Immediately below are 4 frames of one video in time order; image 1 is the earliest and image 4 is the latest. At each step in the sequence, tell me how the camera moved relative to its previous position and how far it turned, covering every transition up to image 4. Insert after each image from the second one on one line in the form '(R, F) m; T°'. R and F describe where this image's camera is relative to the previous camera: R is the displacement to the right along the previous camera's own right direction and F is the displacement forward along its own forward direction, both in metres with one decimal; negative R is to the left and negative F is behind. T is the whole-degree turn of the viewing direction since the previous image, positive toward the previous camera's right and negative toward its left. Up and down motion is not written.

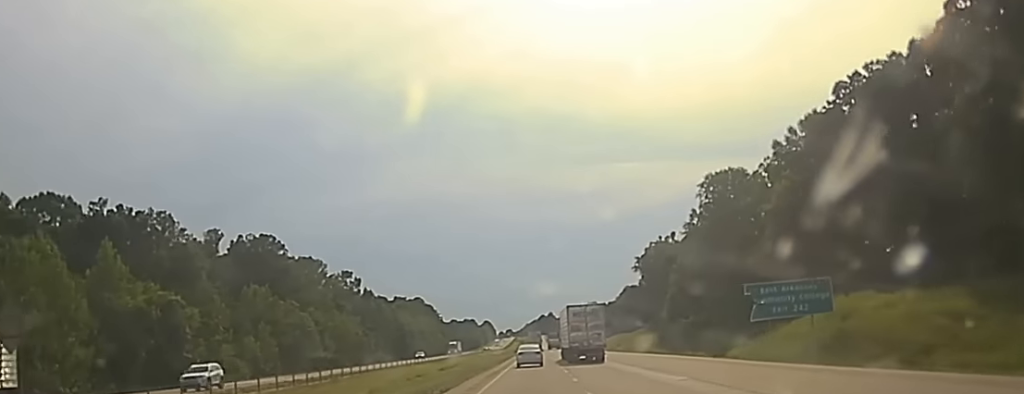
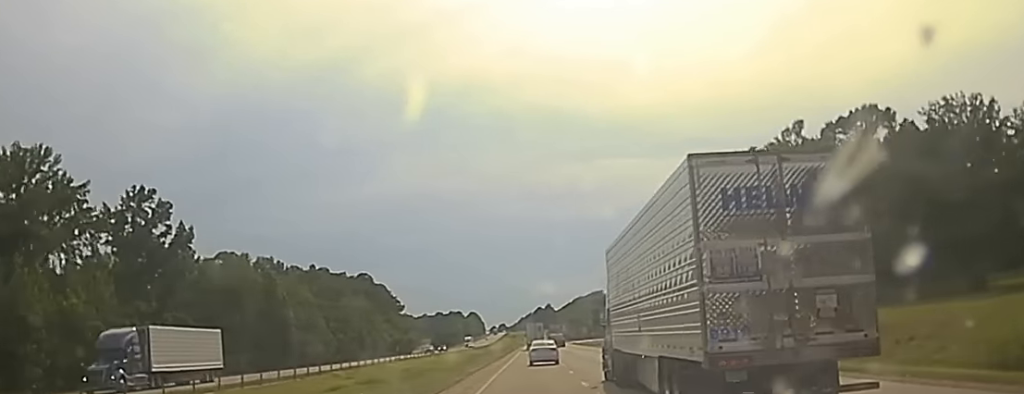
(+0.5, +151.8) m; 0°
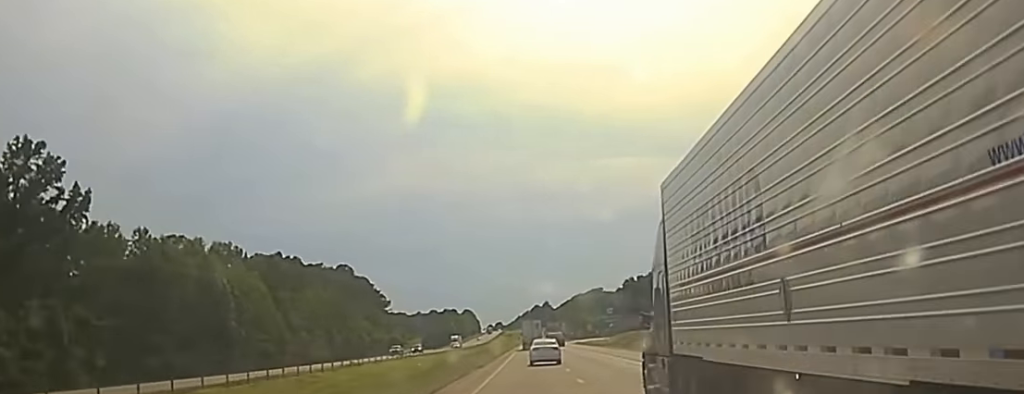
(-0.4, +33.4) m; 0°
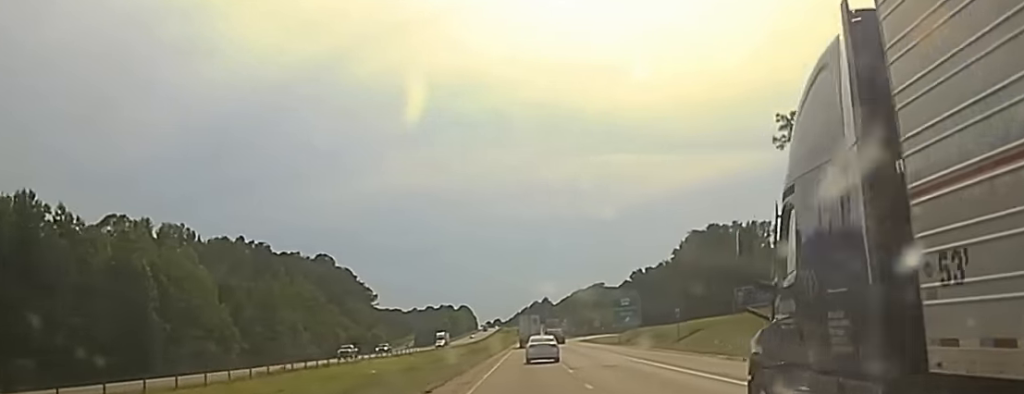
(0.0, +32.4) m; 0°
